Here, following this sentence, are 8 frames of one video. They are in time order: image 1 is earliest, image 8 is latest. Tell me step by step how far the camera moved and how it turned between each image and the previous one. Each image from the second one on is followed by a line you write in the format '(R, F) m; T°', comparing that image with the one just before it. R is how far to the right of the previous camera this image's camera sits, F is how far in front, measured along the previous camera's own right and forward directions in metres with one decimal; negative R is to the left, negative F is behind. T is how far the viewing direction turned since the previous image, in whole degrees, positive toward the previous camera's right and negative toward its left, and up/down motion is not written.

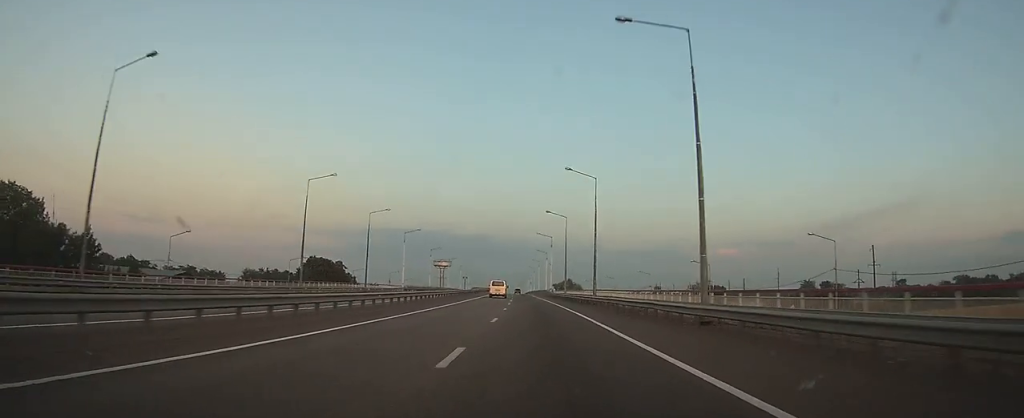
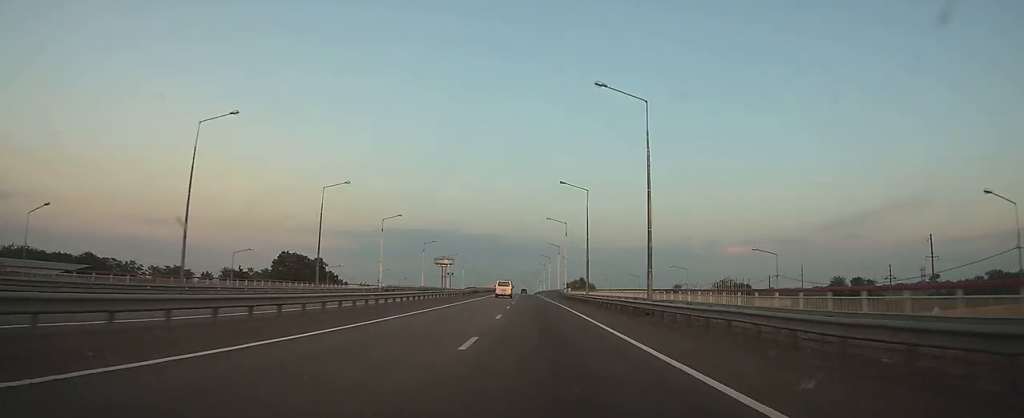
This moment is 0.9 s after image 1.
(-0.2, +21.0) m; -1°
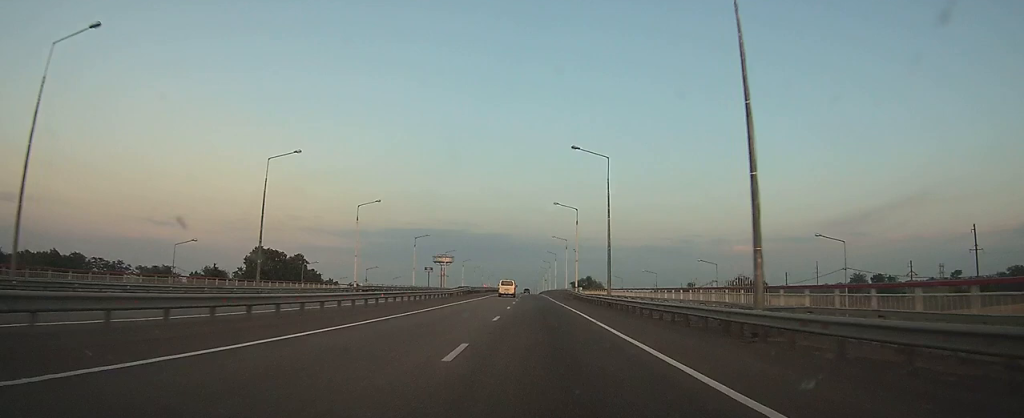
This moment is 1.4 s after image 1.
(0.0, +13.8) m; 0°
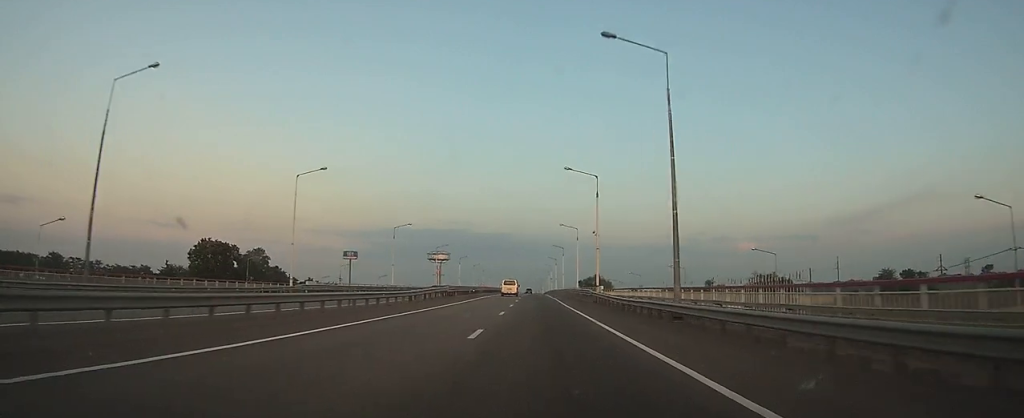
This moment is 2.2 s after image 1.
(-0.1, +19.7) m; -1°
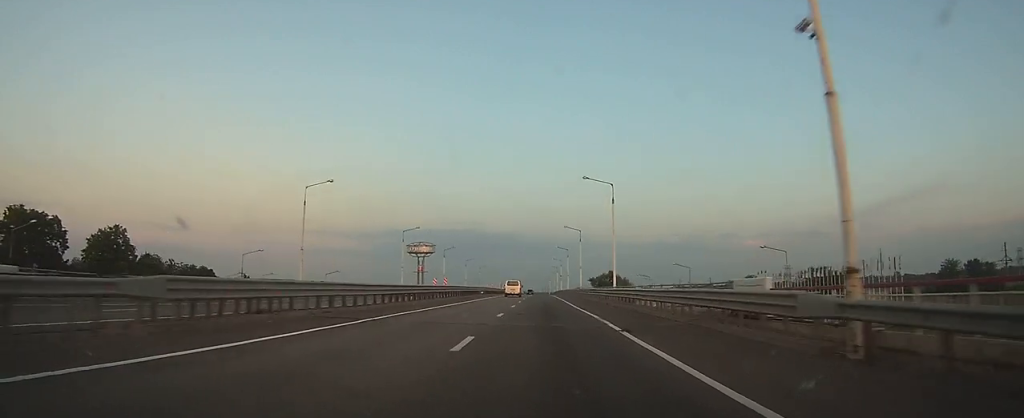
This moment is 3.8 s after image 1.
(-0.4, +38.9) m; -1°
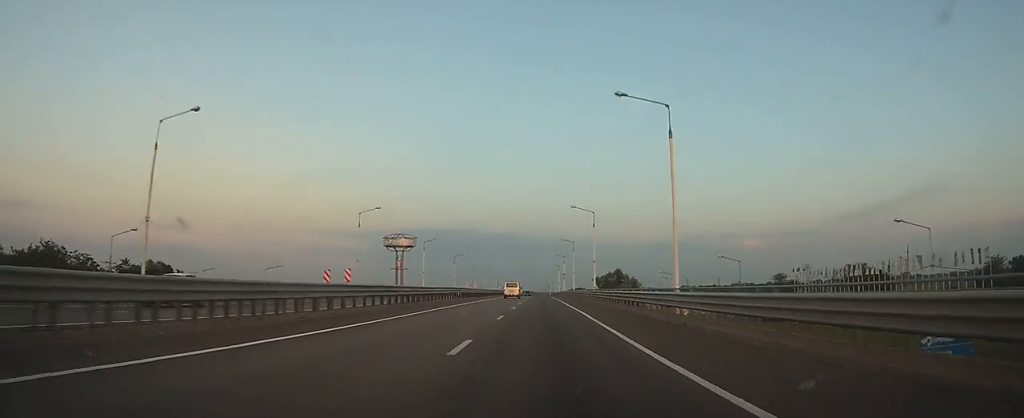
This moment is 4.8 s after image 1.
(-0.1, +24.2) m; -1°
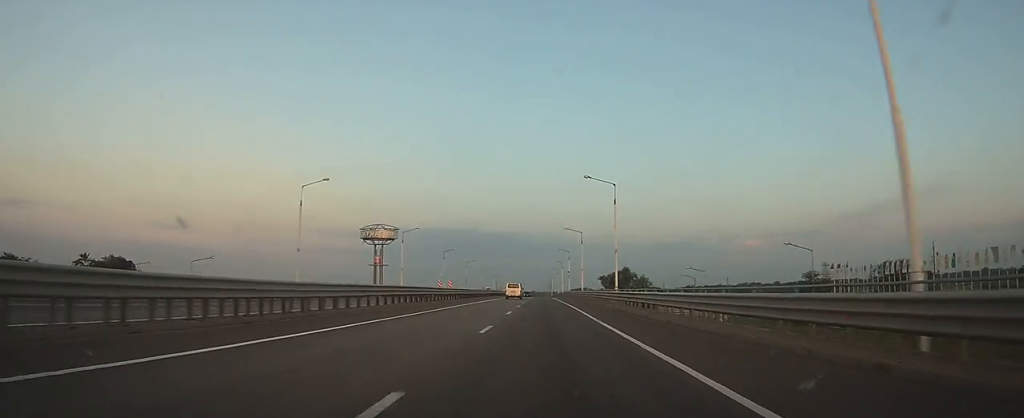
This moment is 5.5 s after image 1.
(-0.1, +19.2) m; 0°
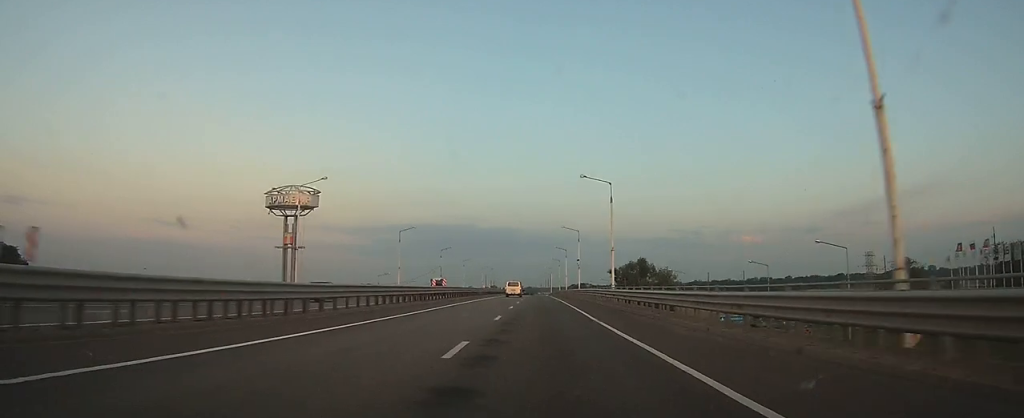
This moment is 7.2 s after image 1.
(0.0, +41.6) m; 0°
